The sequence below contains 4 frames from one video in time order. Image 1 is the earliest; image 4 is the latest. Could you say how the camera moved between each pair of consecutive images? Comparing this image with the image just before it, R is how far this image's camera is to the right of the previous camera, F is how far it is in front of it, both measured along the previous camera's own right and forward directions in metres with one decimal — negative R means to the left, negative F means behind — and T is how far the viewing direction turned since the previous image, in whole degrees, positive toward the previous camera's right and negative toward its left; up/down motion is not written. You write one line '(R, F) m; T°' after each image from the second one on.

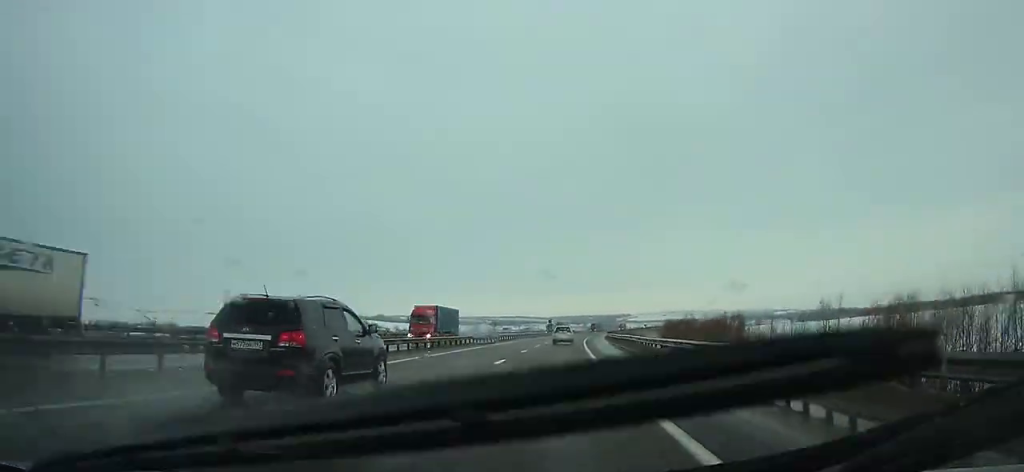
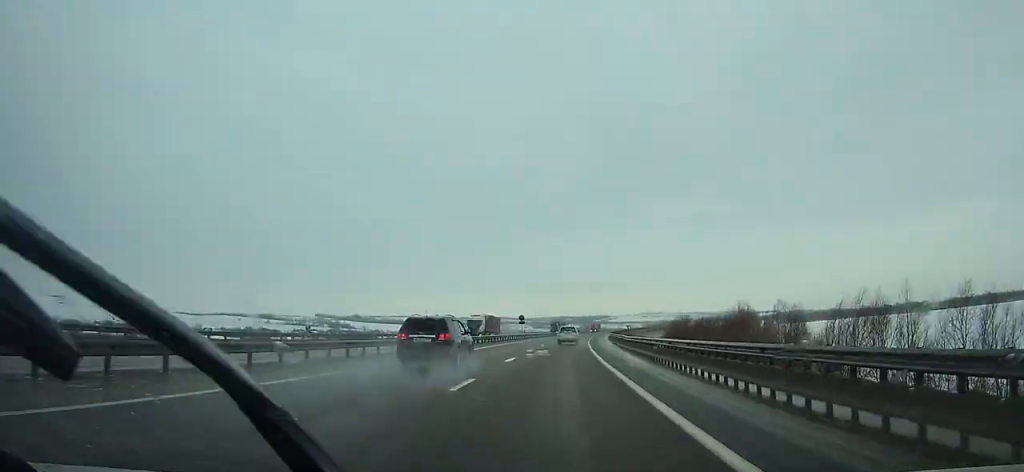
(+0.7, +45.0) m; +2°
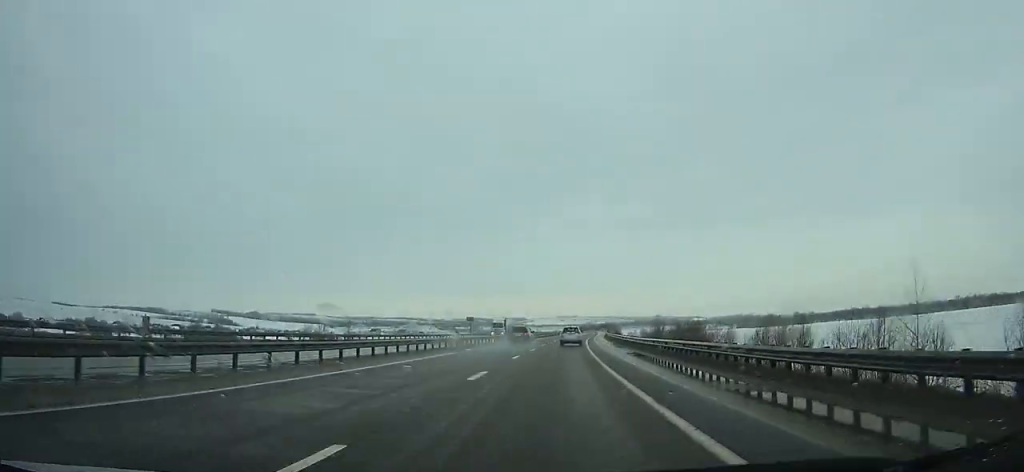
(+10.8, +150.7) m; +8°
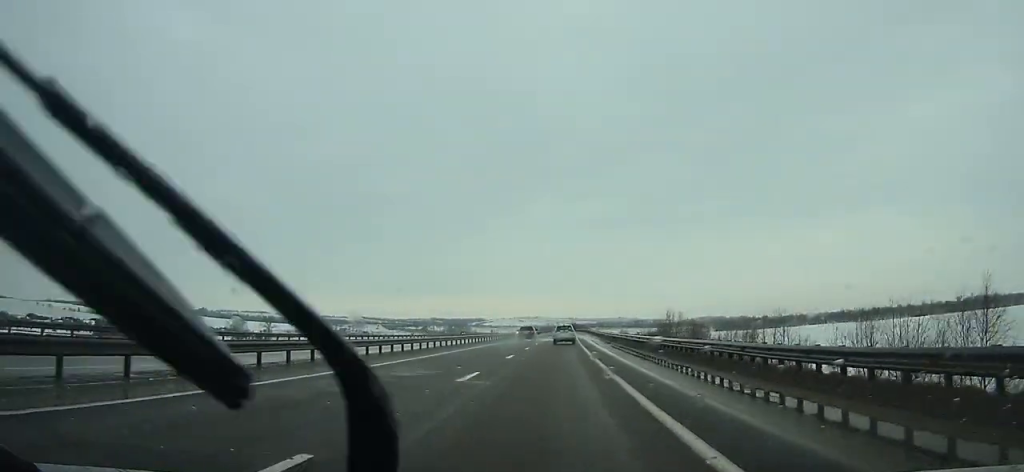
(+2.8, +84.0) m; +3°
